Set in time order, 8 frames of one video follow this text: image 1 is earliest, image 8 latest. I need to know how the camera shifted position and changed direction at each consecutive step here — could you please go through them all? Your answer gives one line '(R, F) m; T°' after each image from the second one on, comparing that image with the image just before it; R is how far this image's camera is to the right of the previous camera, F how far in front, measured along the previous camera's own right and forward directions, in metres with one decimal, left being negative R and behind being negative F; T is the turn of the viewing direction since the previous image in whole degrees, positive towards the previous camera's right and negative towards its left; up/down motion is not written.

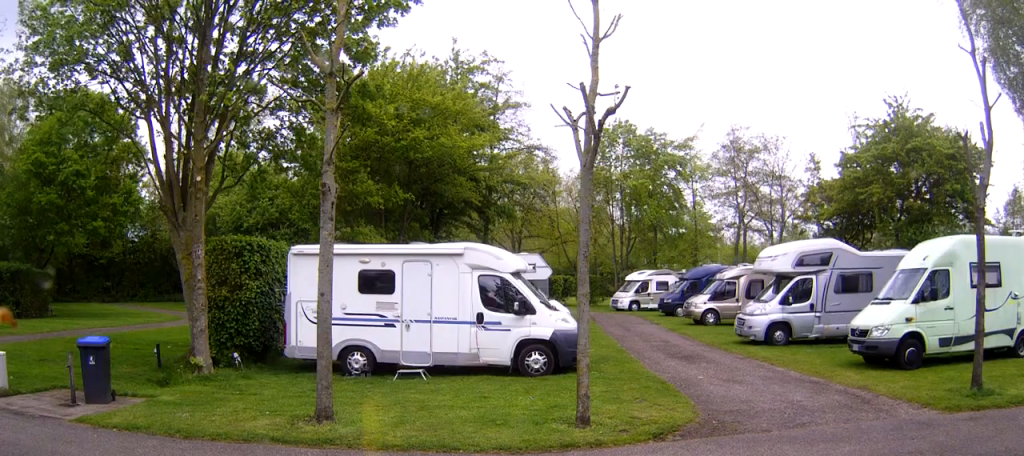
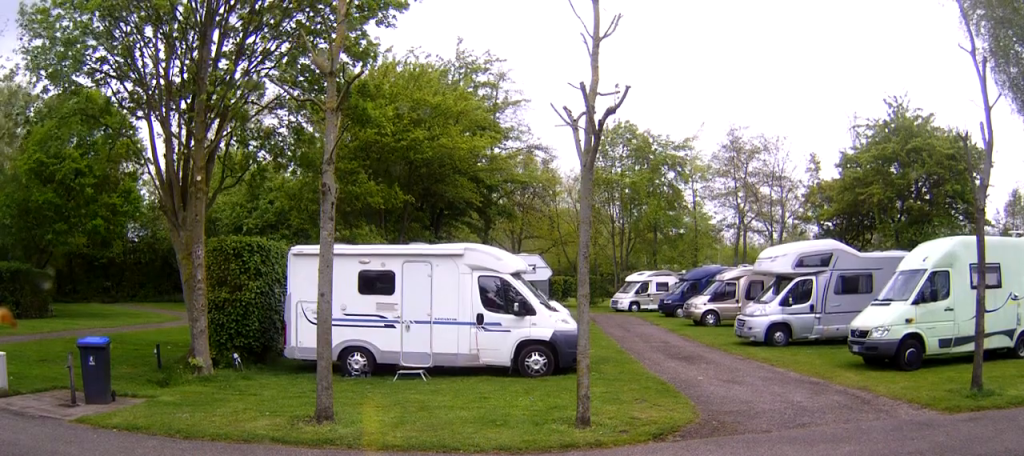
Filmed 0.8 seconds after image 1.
(0.0, 0.0) m; 0°
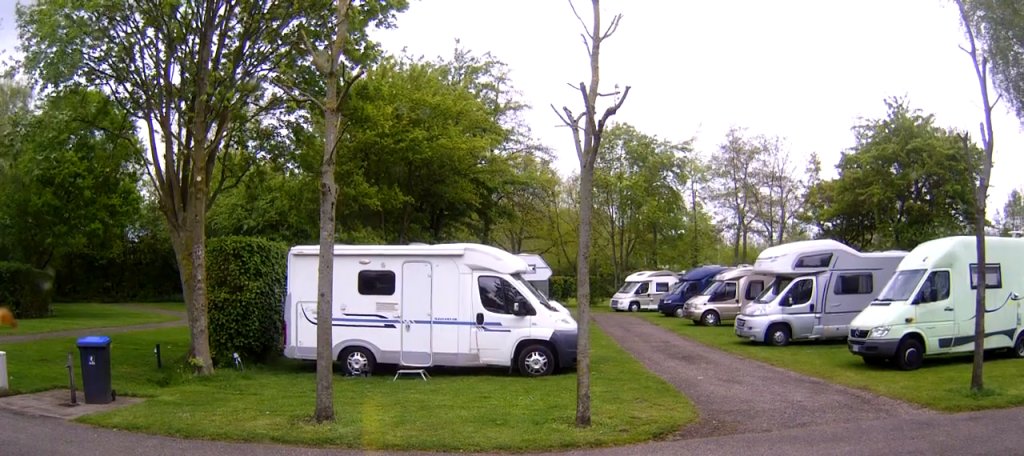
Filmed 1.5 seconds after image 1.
(0.0, 0.0) m; 0°
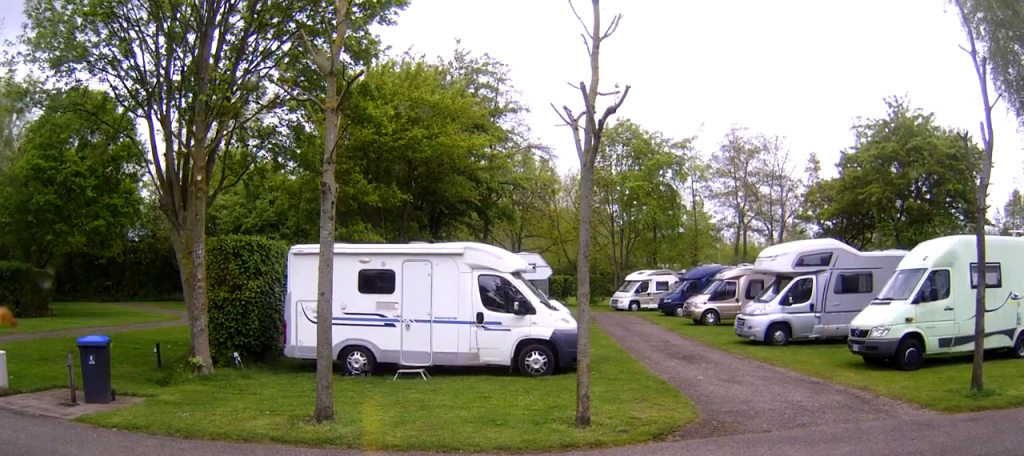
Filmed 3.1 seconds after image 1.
(0.0, 0.0) m; 0°
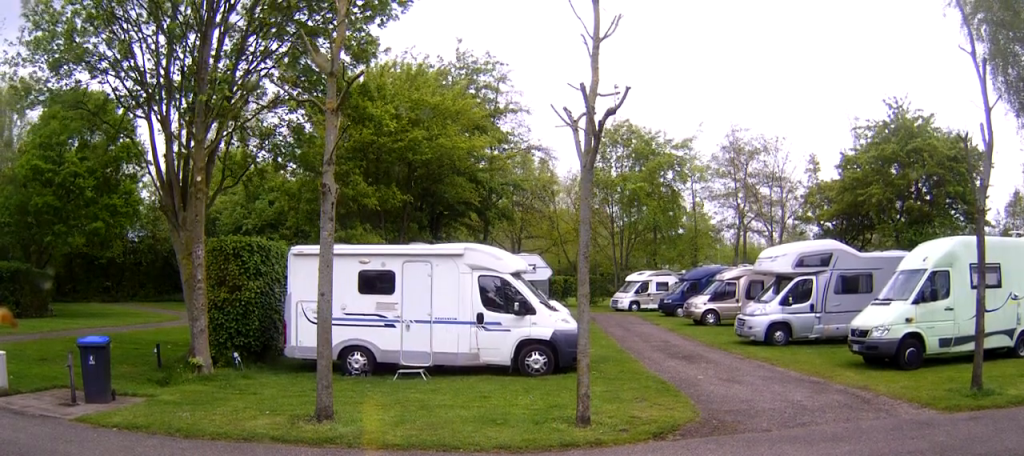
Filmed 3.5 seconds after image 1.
(0.0, 0.0) m; 0°
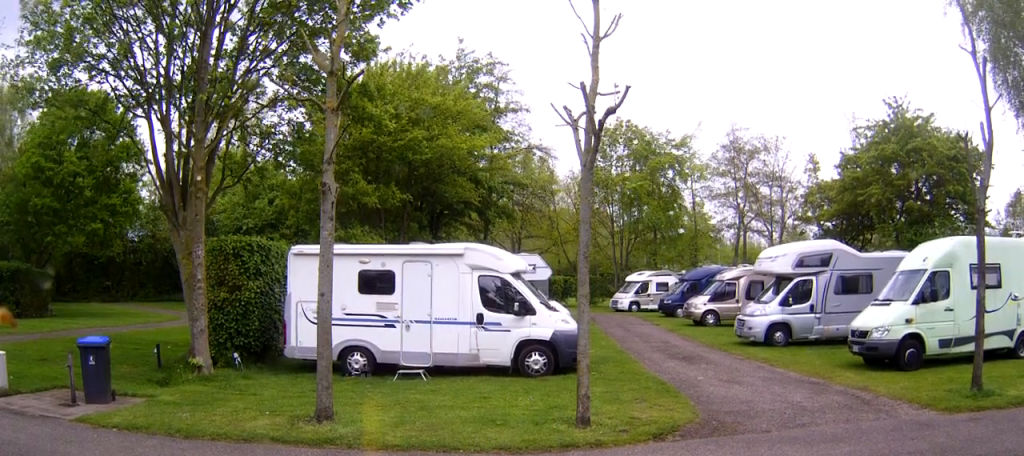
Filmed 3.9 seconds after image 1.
(0.0, 0.0) m; 0°
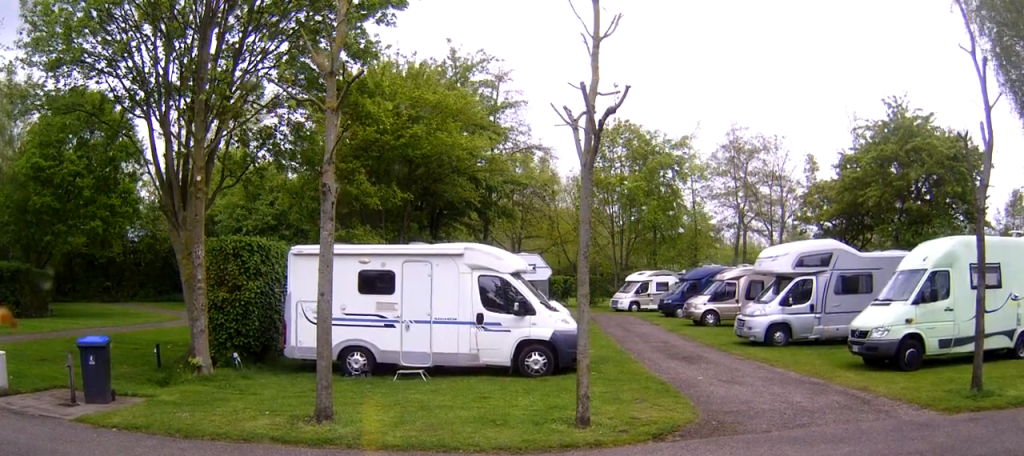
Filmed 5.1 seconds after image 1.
(0.0, 0.0) m; 0°
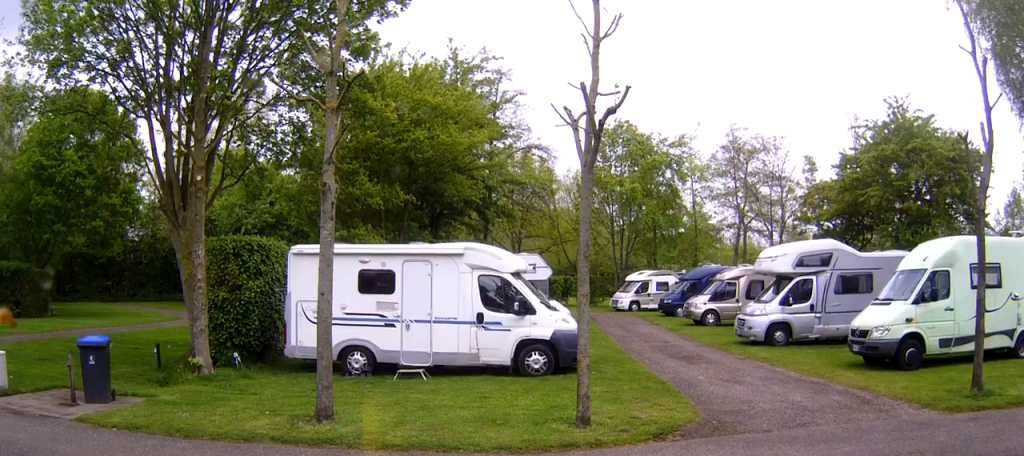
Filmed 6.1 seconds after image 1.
(0.0, 0.0) m; 0°
